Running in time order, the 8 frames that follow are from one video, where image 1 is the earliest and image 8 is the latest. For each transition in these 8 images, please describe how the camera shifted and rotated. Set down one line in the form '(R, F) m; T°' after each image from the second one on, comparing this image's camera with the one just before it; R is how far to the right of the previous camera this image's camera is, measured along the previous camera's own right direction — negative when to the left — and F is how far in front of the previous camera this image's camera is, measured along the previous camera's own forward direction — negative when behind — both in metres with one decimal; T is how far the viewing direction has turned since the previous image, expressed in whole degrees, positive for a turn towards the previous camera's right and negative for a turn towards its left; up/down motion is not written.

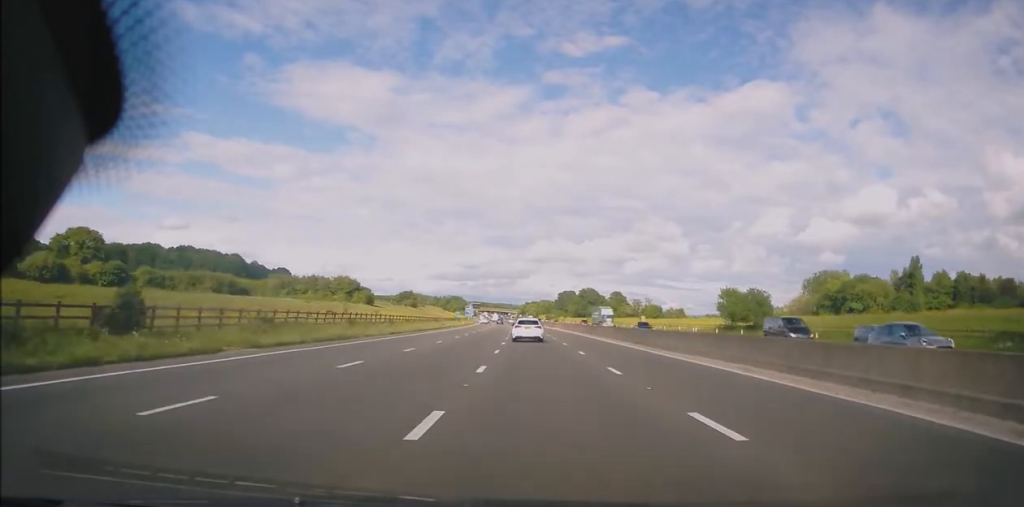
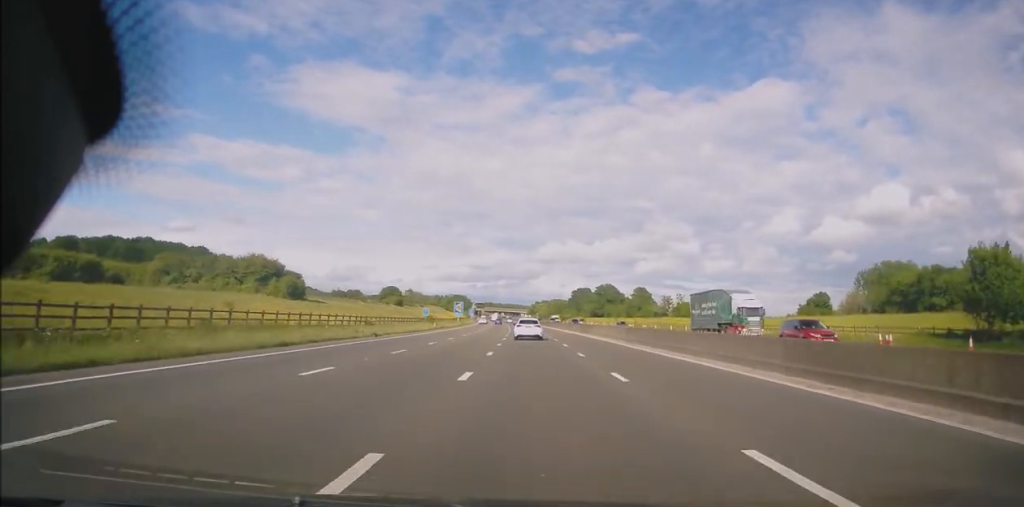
(-0.5, +46.4) m; -2°
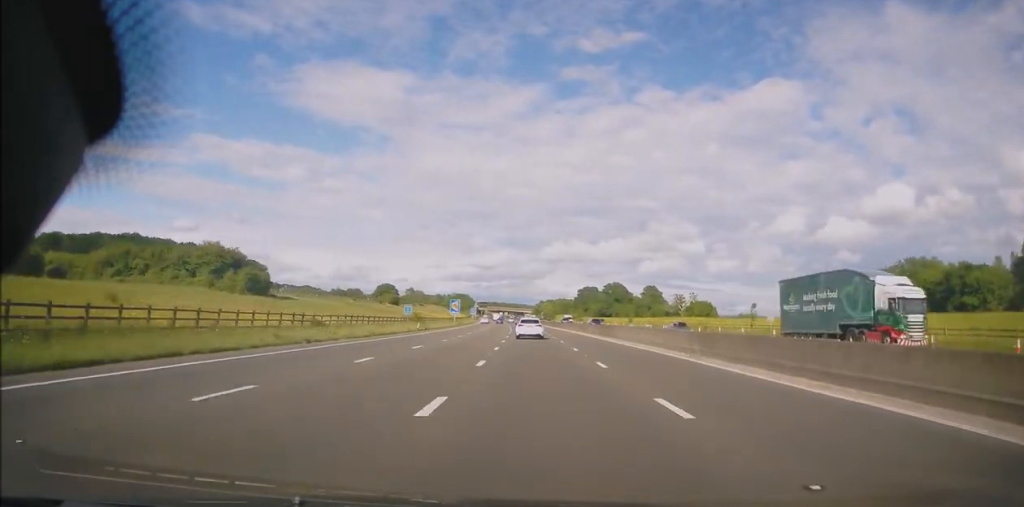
(-0.1, +14.1) m; -1°
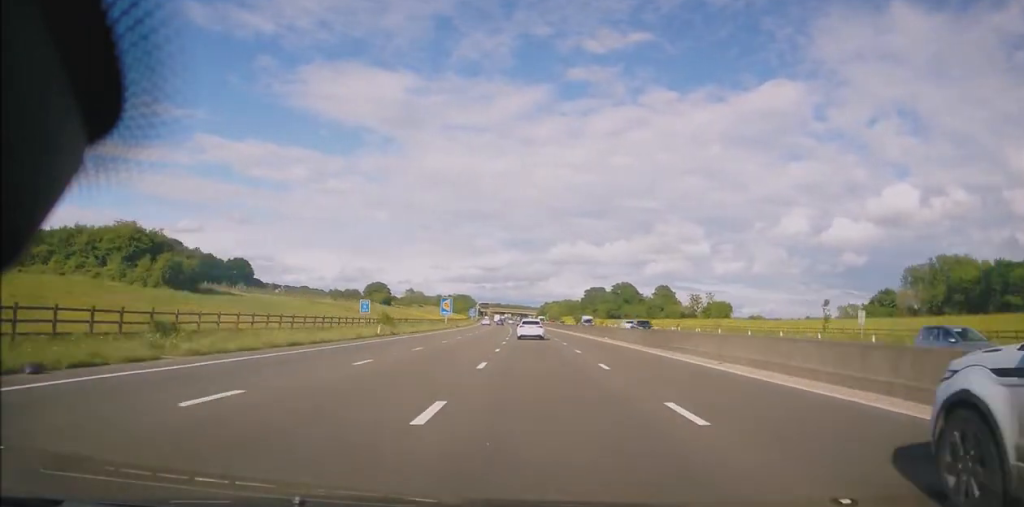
(0.0, +18.0) m; 0°
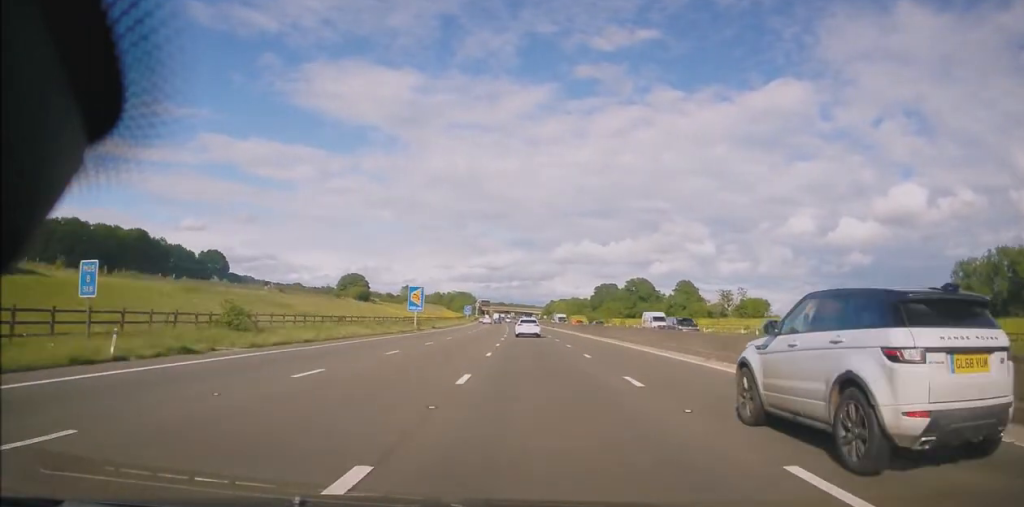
(-0.1, +30.7) m; +1°
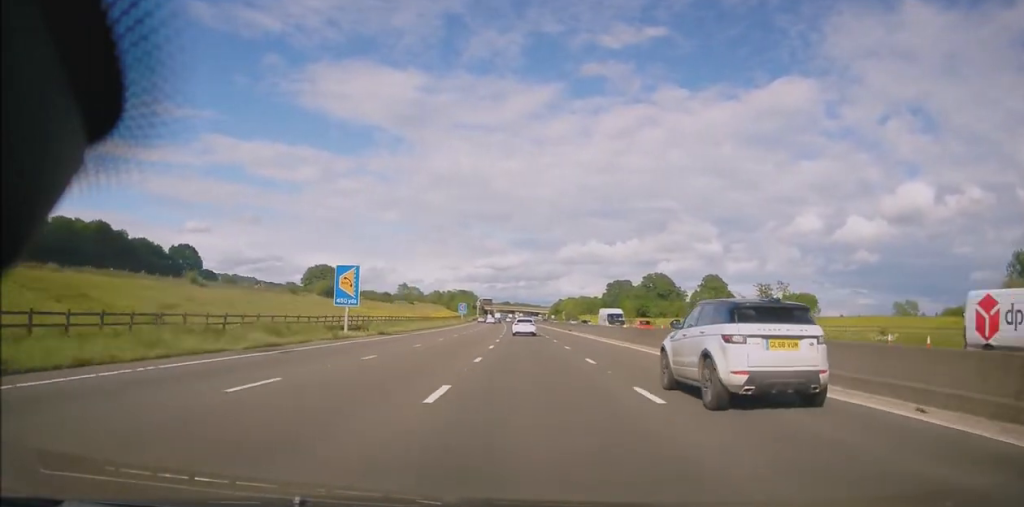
(+0.4, +28.6) m; 0°
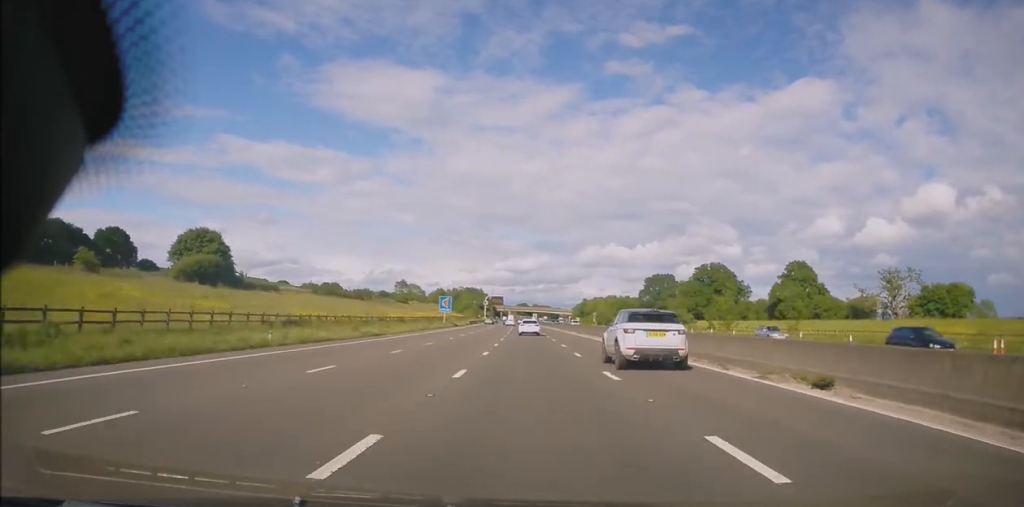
(-1.8, +57.6) m; -3°
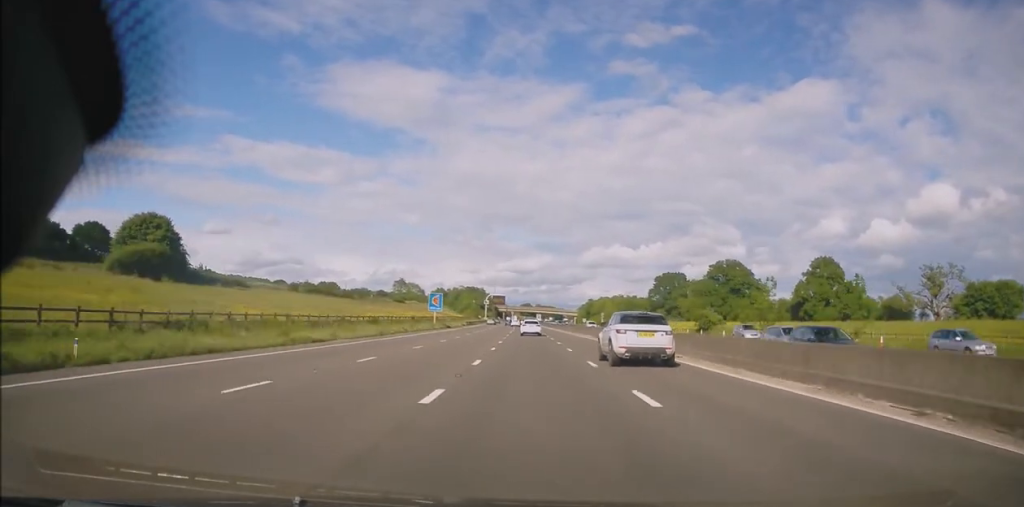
(0.0, +12.9) m; 0°
